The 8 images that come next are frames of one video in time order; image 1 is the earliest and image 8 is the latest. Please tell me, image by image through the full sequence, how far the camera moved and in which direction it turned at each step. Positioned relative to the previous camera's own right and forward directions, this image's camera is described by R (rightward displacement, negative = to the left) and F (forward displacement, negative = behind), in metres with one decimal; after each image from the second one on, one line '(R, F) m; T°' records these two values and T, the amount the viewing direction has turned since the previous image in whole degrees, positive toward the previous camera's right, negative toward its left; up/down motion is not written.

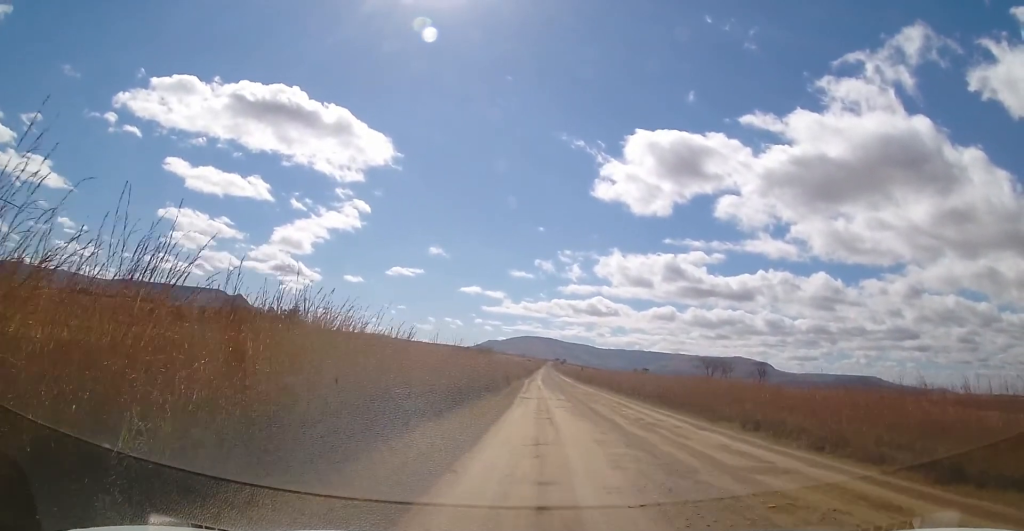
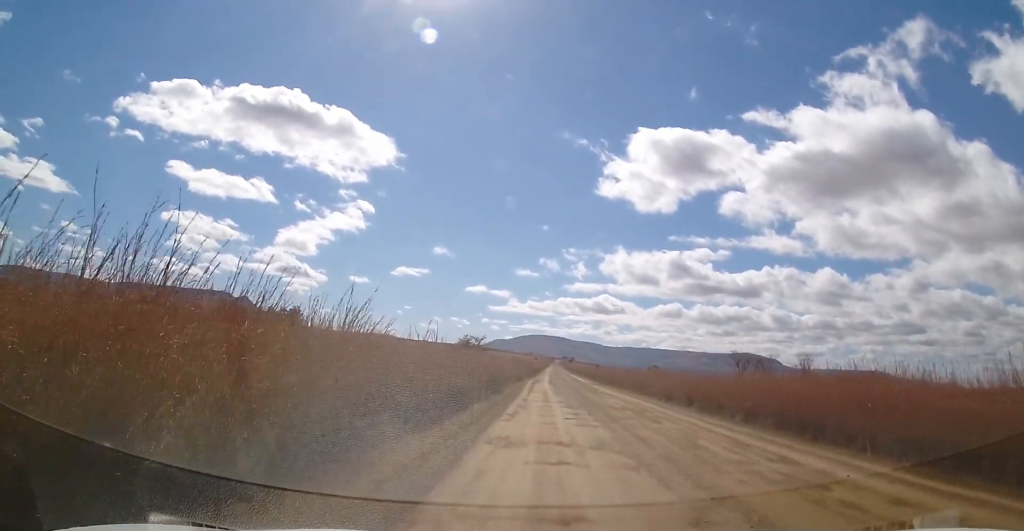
(-0.4, +20.0) m; -1°
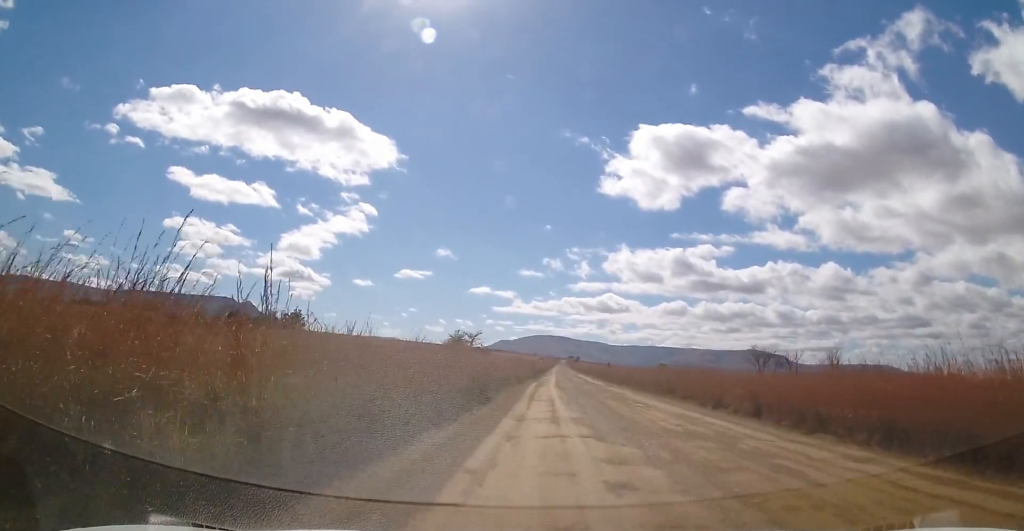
(-0.1, +10.0) m; 0°
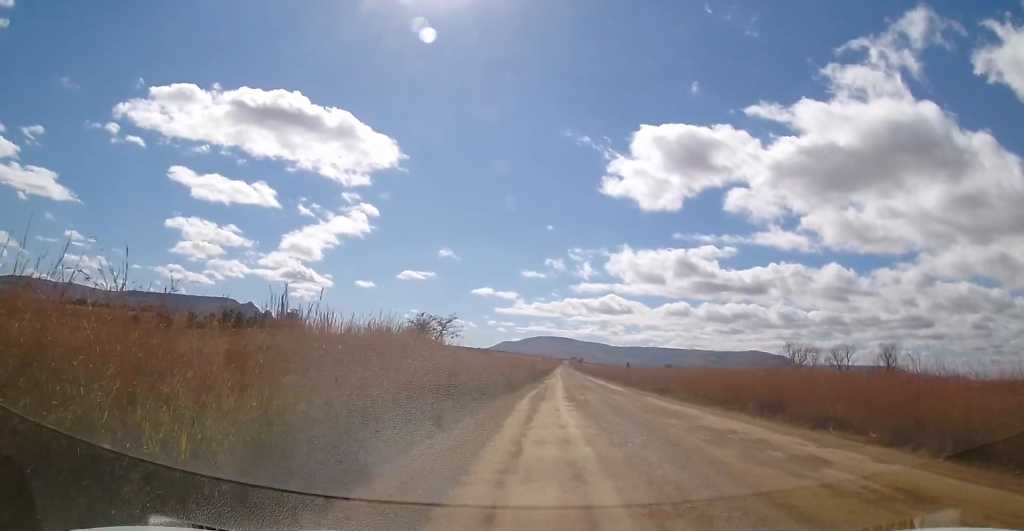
(+0.4, +18.0) m; 0°
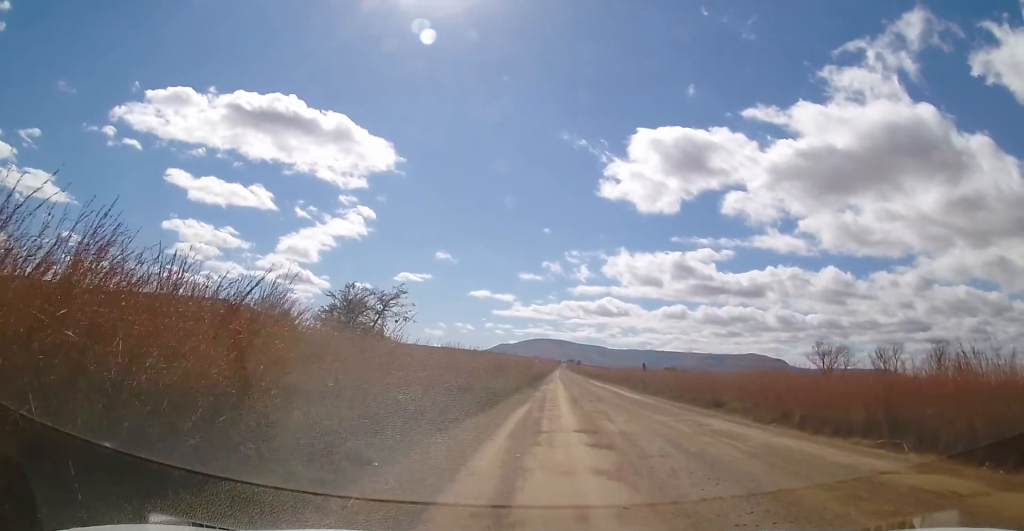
(-0.4, +14.1) m; 0°
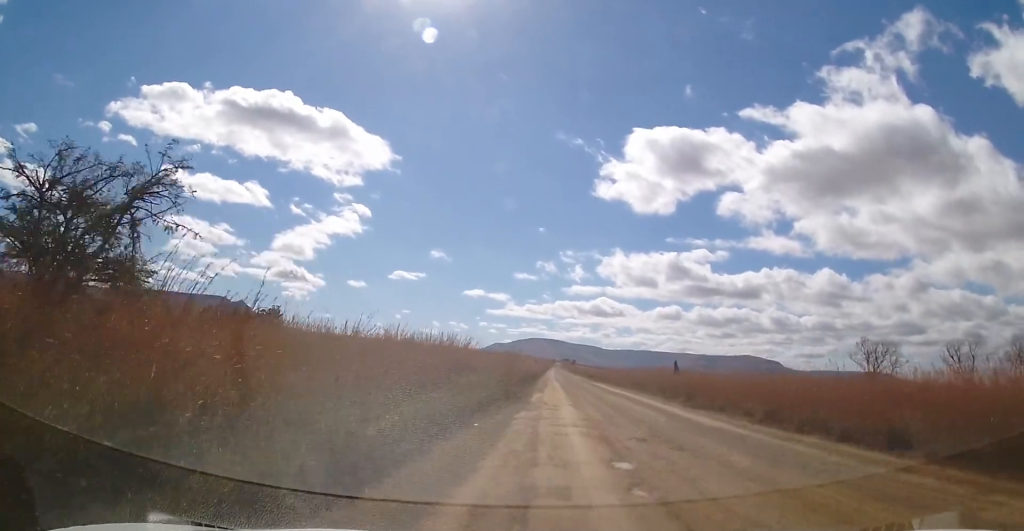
(+0.2, +16.8) m; +1°
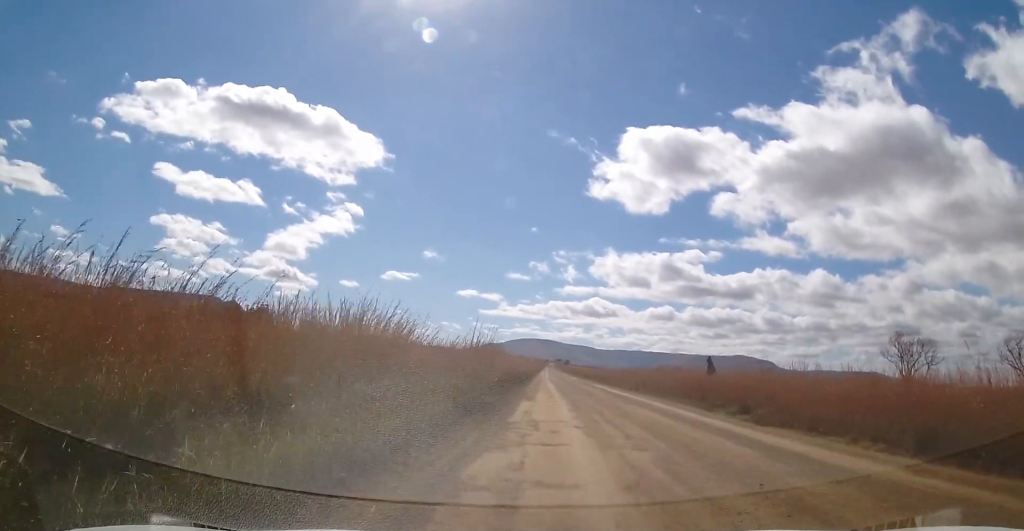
(+0.1, +10.8) m; +1°
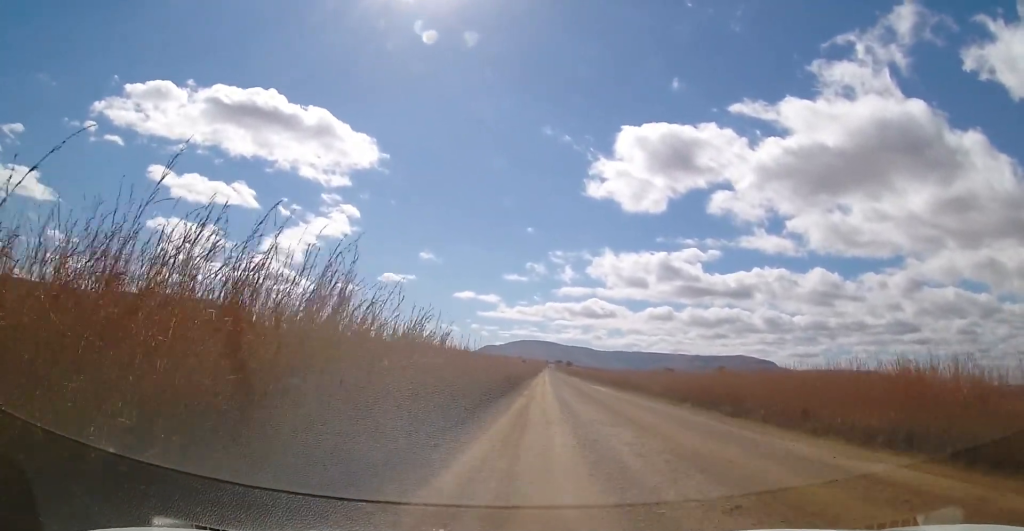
(+0.2, +54.8) m; 0°
